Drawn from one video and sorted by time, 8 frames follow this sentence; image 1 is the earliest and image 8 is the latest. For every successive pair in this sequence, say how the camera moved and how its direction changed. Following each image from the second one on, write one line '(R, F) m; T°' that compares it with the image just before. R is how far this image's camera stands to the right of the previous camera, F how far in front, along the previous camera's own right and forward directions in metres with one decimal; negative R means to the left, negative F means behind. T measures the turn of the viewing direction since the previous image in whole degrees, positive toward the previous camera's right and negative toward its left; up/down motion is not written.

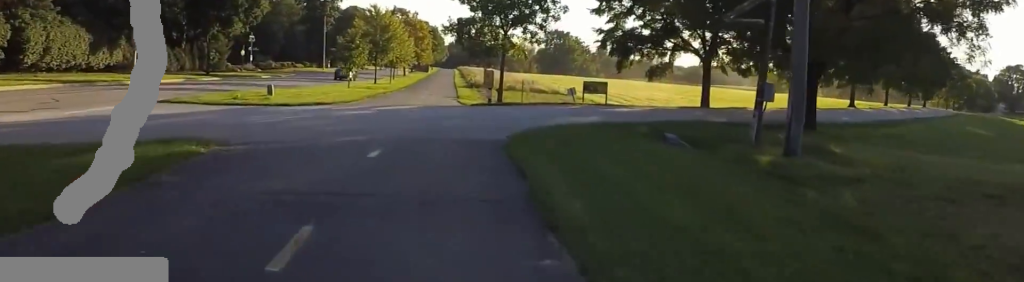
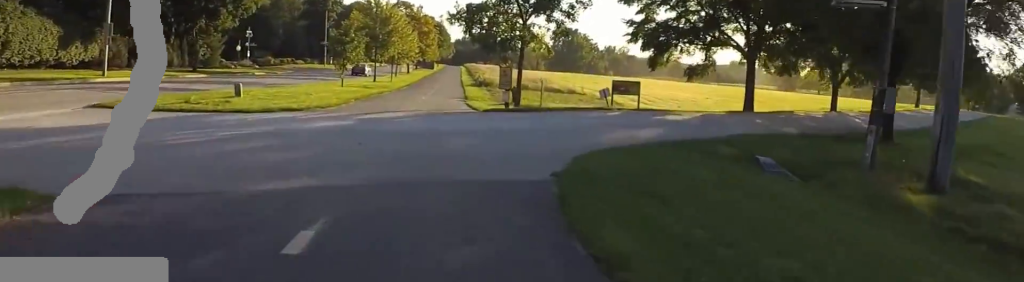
(-0.2, +4.3) m; +1°
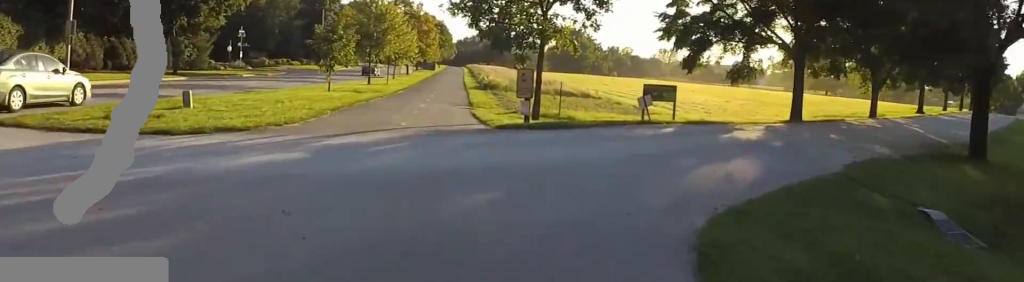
(0.0, +4.0) m; +2°
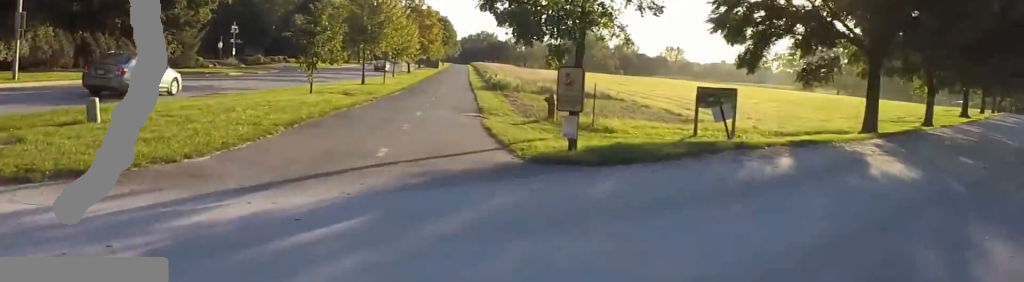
(+0.2, +4.5) m; +5°
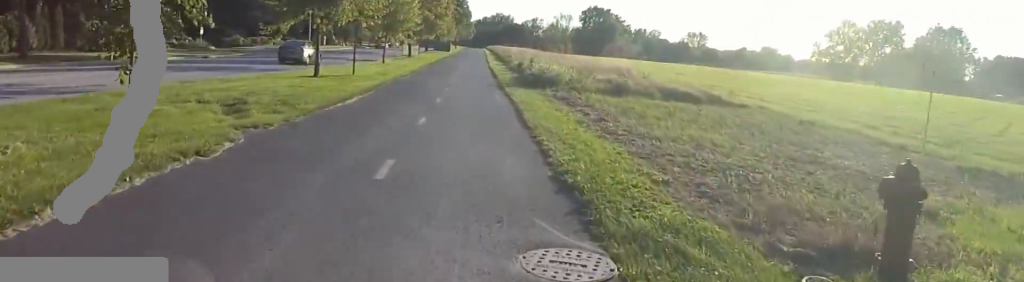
(-0.6, +14.7) m; -7°
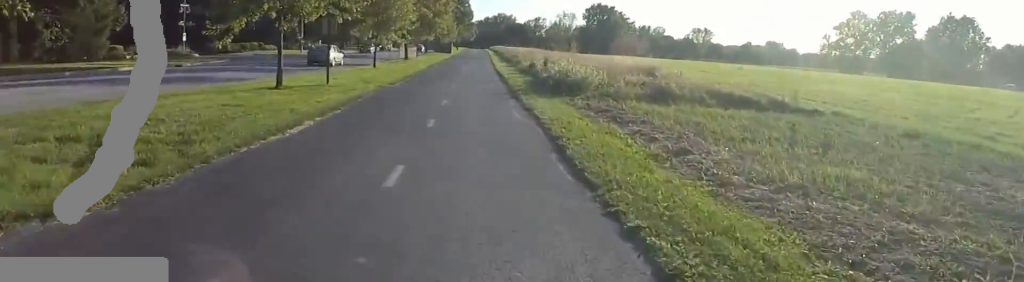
(0.0, +4.6) m; -1°
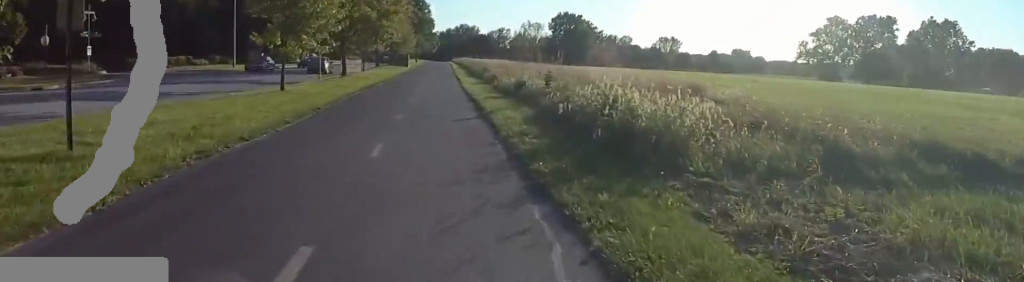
(-0.1, +10.5) m; +1°
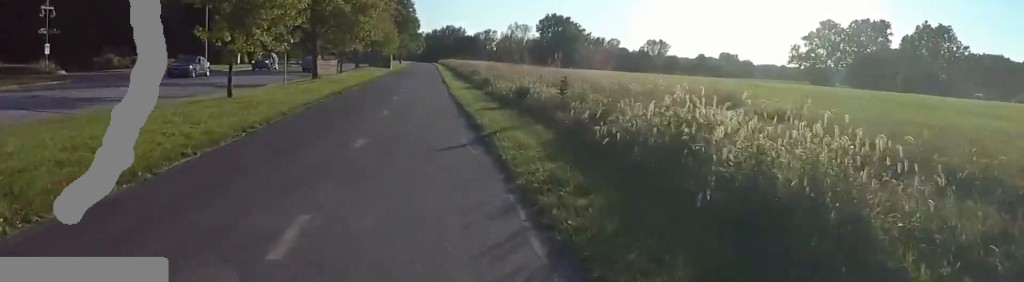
(+0.1, +3.9) m; +3°
